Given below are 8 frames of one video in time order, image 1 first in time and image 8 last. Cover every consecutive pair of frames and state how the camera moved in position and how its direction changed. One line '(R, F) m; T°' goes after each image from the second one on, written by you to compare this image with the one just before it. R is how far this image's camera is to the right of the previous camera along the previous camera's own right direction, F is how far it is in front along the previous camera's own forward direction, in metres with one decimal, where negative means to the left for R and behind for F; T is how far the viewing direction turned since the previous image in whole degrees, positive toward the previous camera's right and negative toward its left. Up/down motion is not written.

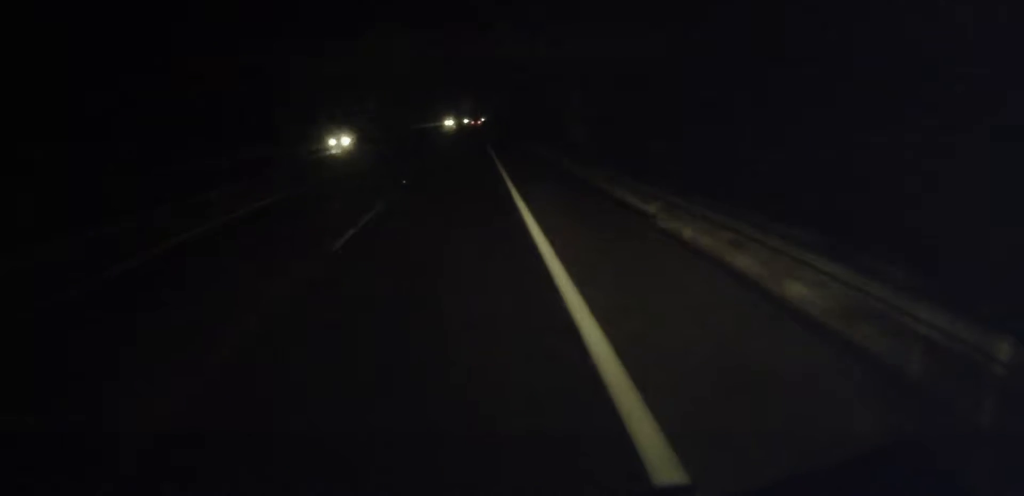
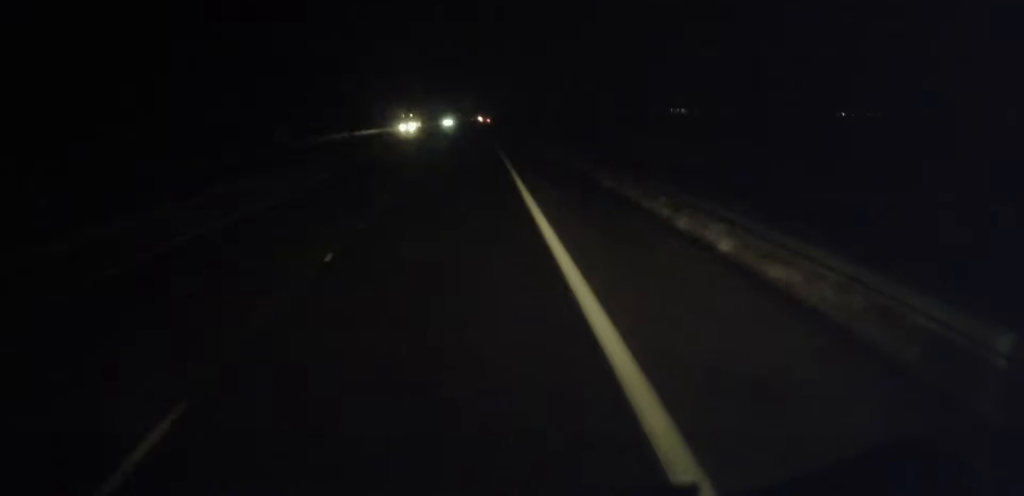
(-0.1, +97.5) m; 0°
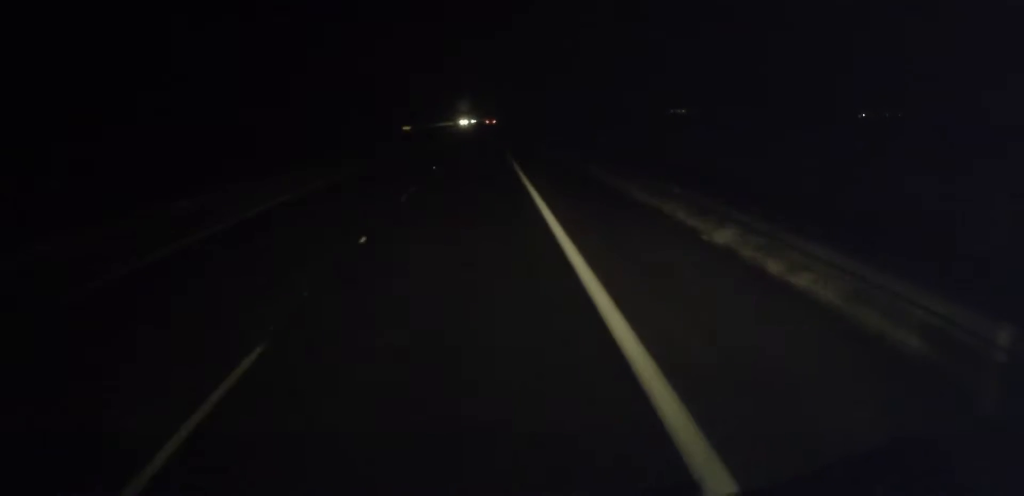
(-0.5, +114.9) m; 0°
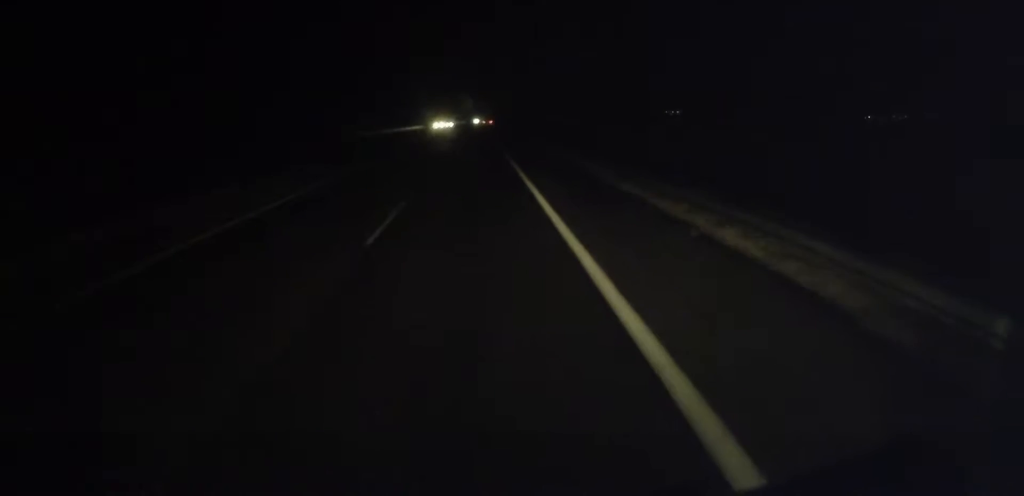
(+0.4, +57.6) m; +1°
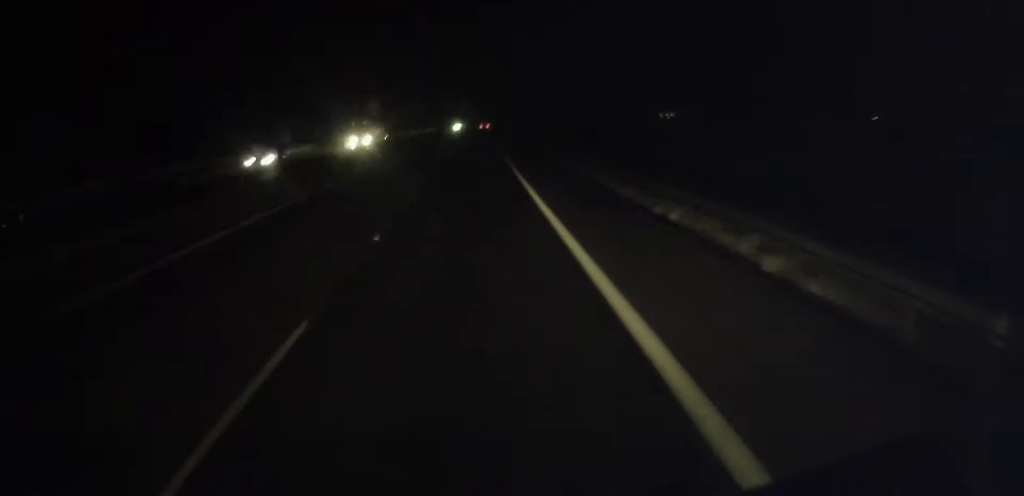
(+0.4, +65.0) m; +1°
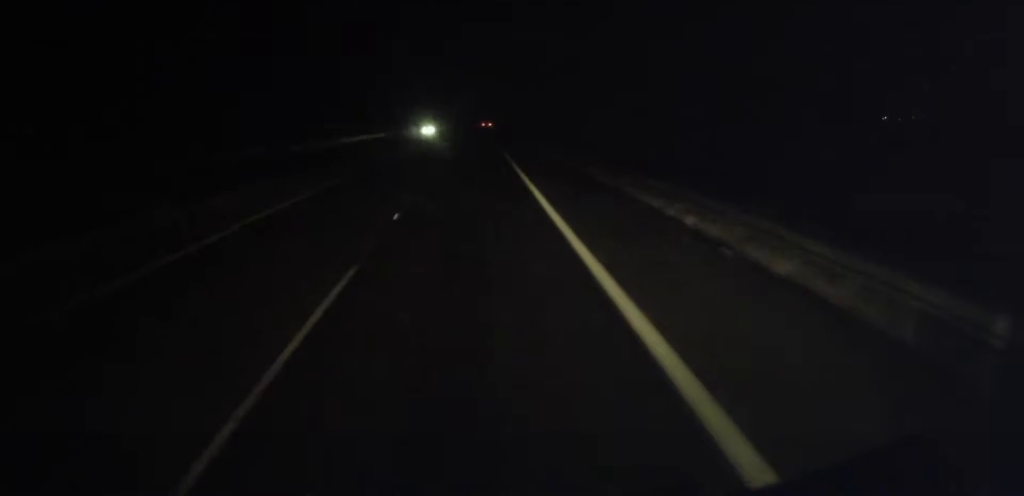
(+0.2, +51.5) m; 0°
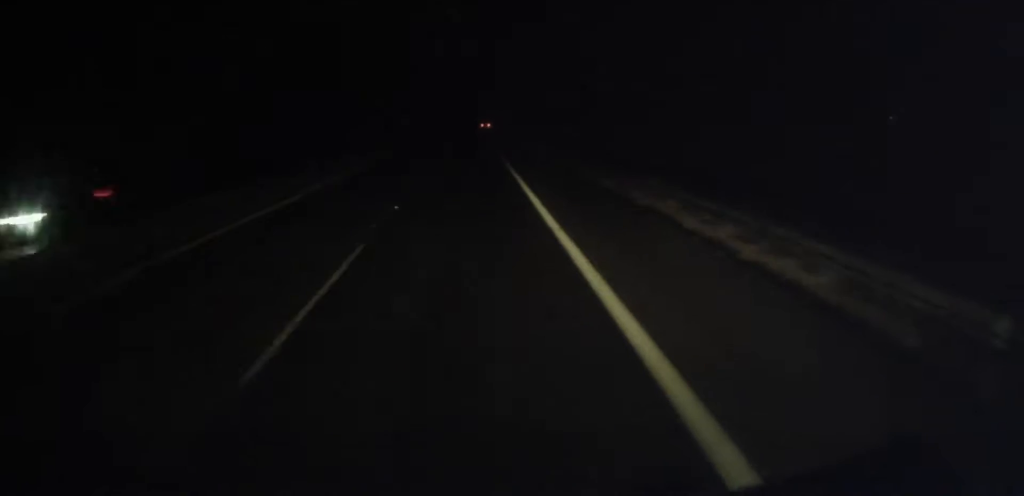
(+0.2, +53.9) m; 0°
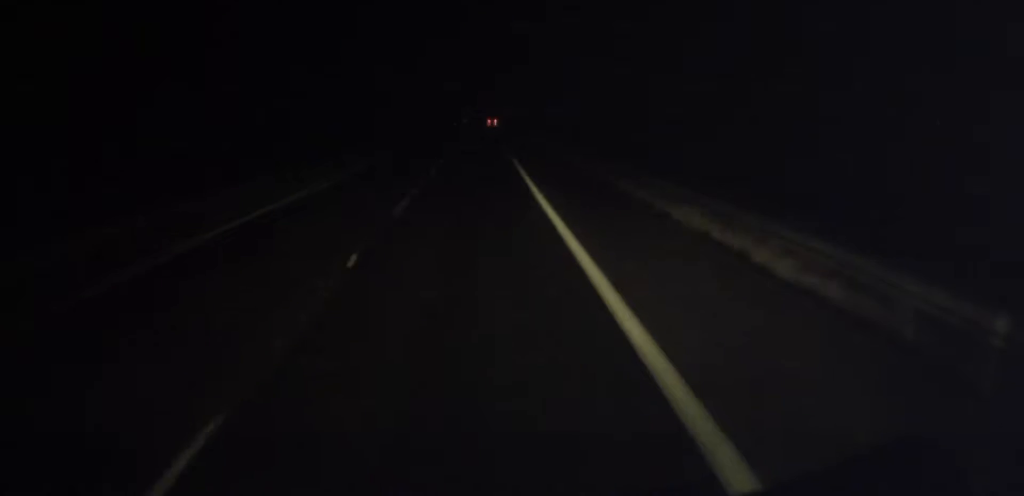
(+0.9, +140.0) m; +1°
